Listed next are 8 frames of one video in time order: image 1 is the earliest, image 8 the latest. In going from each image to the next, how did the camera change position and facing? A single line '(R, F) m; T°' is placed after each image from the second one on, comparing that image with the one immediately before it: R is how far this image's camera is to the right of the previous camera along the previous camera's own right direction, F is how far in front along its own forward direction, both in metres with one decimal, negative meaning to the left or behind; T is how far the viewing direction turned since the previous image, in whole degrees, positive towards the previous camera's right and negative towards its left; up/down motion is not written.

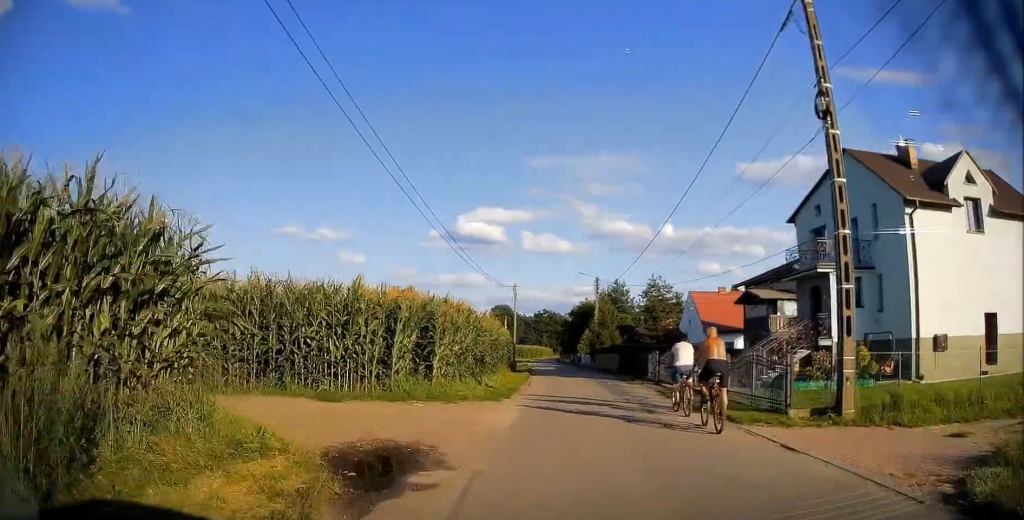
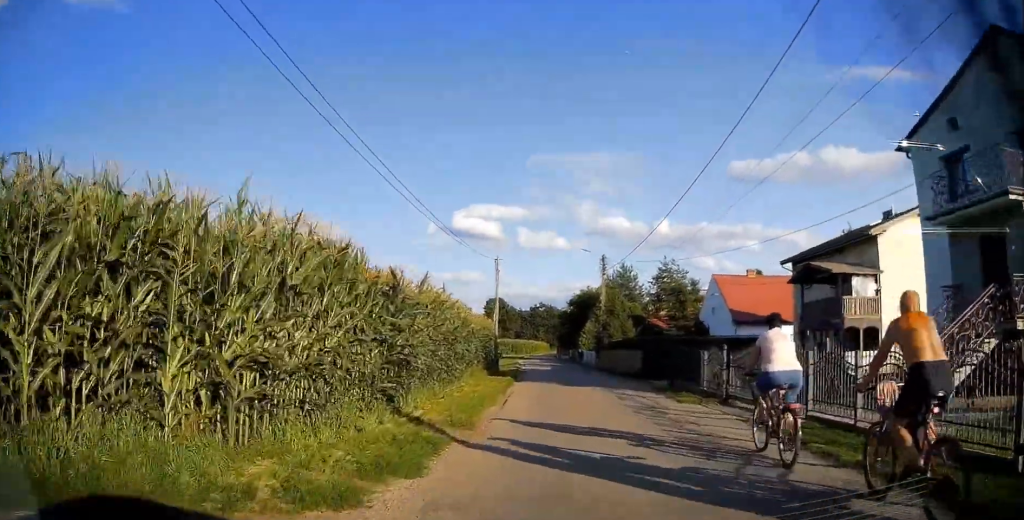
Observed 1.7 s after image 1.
(+0.3, +14.3) m; +1°
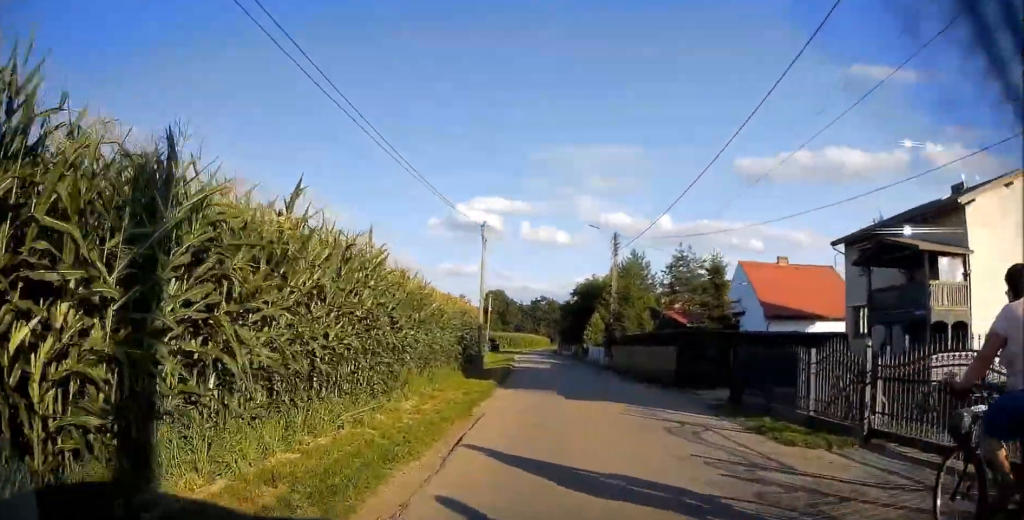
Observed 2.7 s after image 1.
(-0.2, +9.2) m; -1°
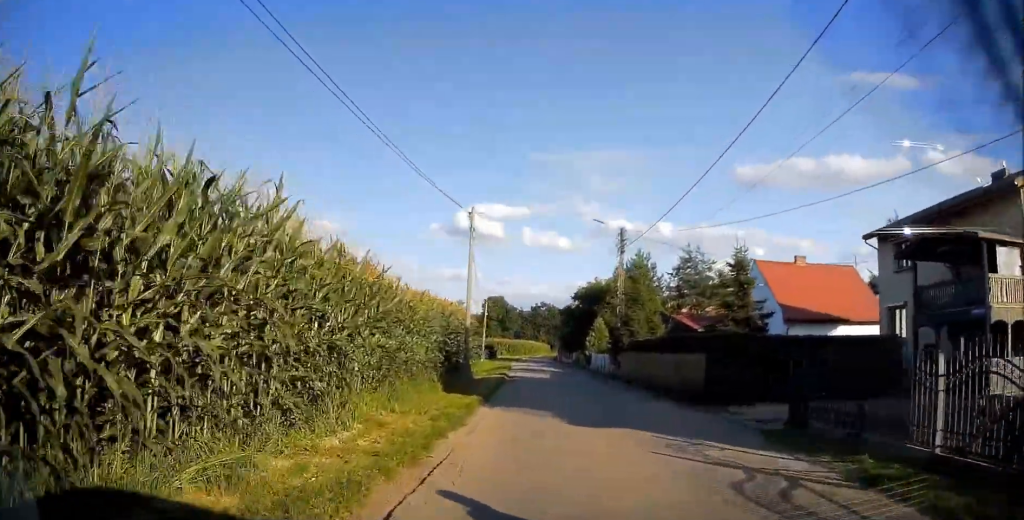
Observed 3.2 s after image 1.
(0.0, +4.0) m; 0°
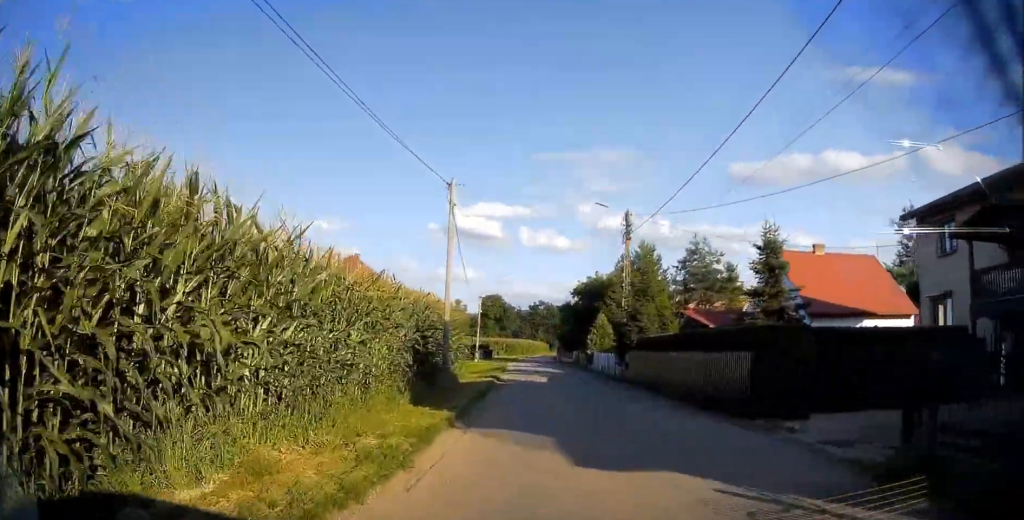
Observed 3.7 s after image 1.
(0.0, +4.3) m; 0°
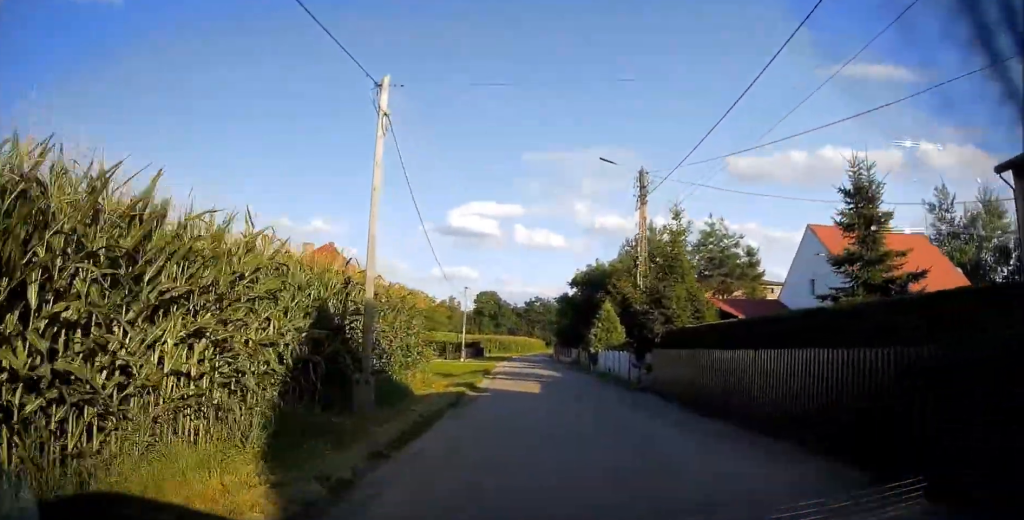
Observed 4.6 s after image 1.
(0.0, +7.7) m; +1°
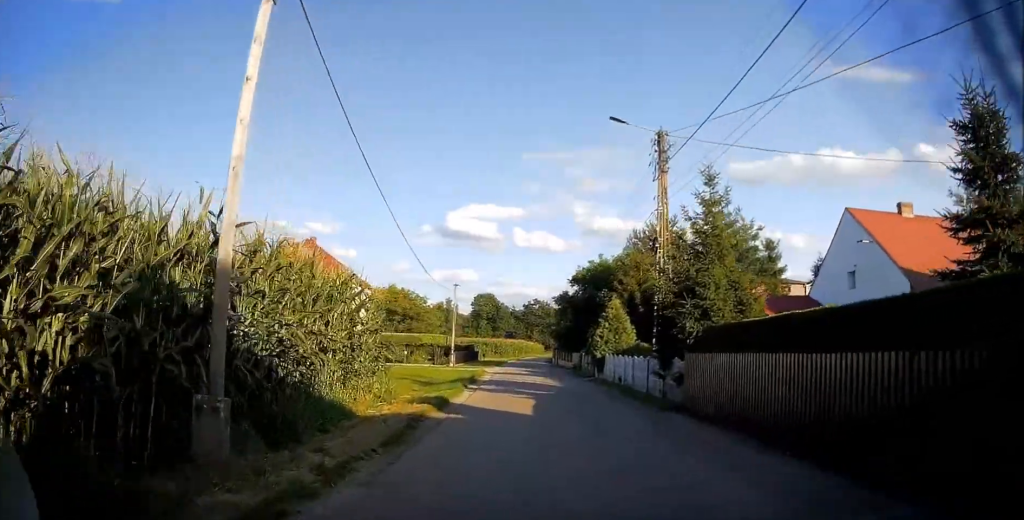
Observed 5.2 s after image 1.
(0.0, +5.1) m; 0°
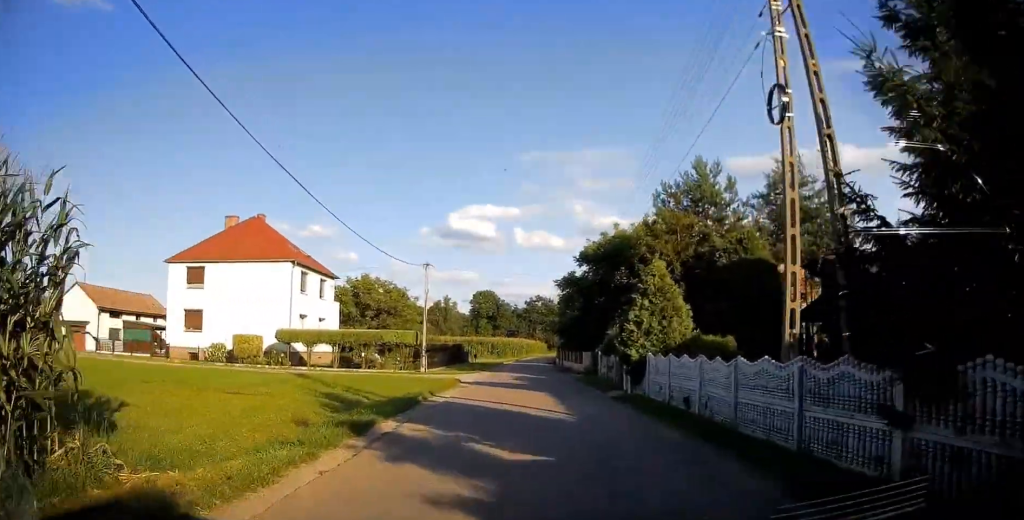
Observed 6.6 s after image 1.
(+0.1, +11.5) m; +1°
